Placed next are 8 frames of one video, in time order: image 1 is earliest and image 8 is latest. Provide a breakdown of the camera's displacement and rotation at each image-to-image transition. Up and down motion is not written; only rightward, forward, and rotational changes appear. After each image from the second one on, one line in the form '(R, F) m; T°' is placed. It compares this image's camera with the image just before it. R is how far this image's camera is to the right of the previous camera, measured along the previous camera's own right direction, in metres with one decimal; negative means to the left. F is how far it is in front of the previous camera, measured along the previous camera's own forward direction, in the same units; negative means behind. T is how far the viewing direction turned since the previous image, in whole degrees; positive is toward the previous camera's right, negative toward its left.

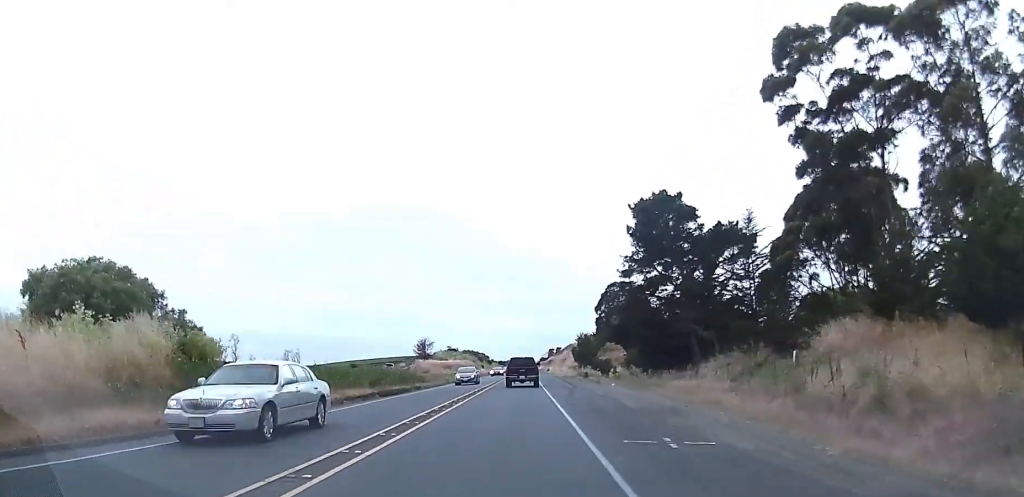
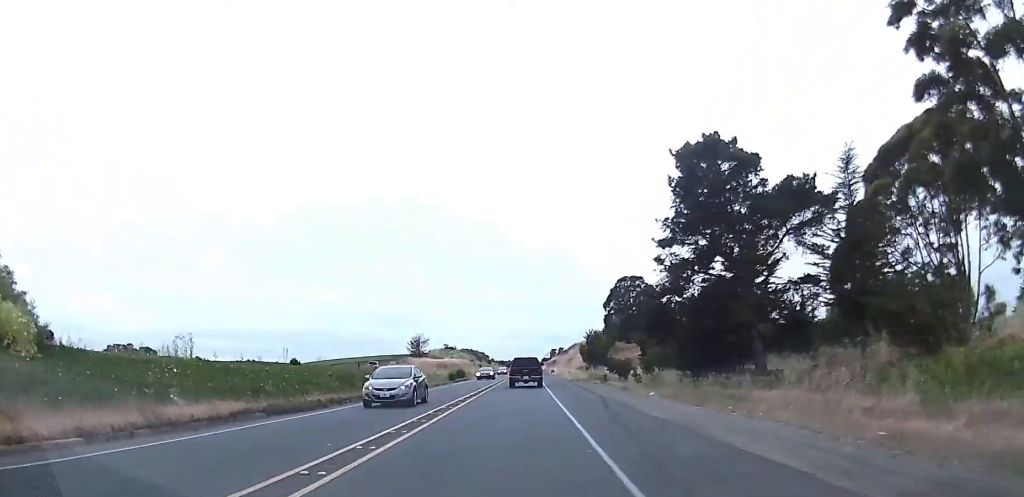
(-0.1, +16.0) m; 0°
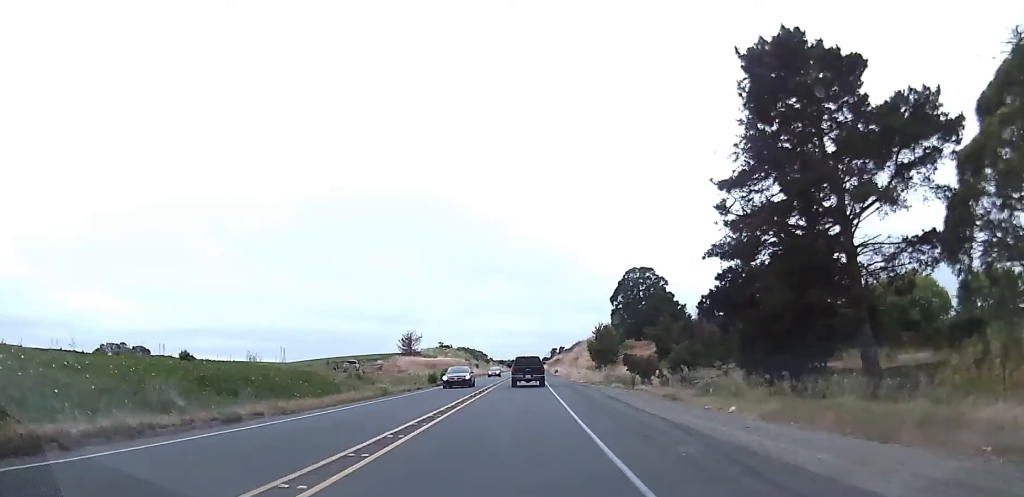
(-0.3, +15.1) m; 0°
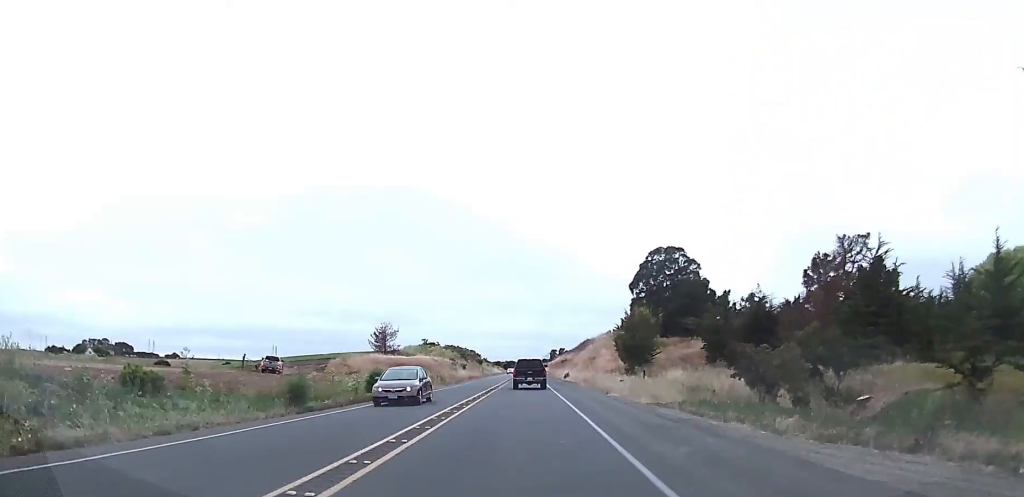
(+0.5, +33.2) m; +1°
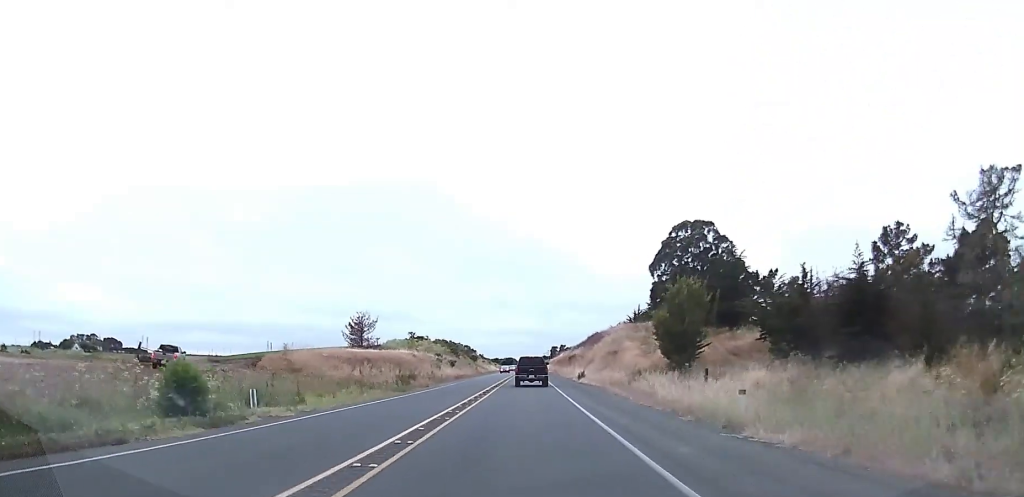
(-0.1, +22.5) m; 0°
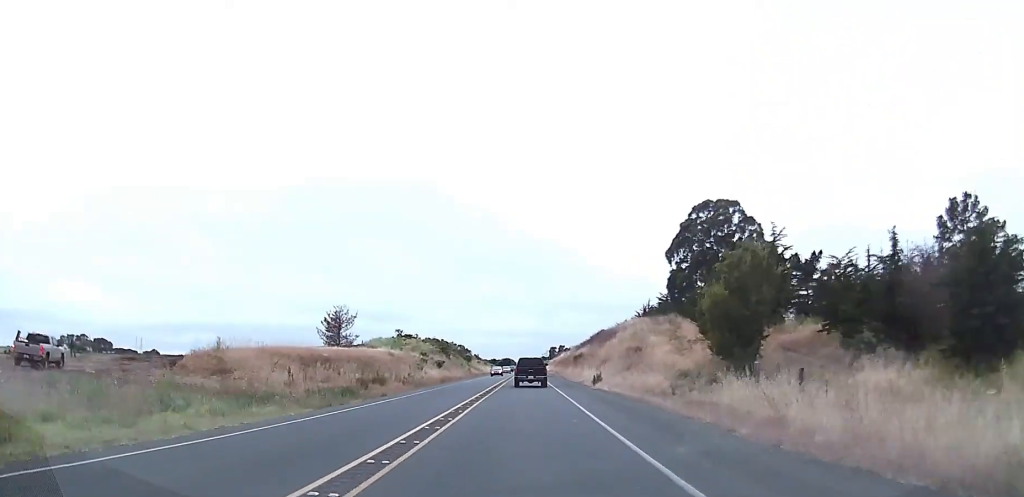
(0.0, +15.4) m; 0°
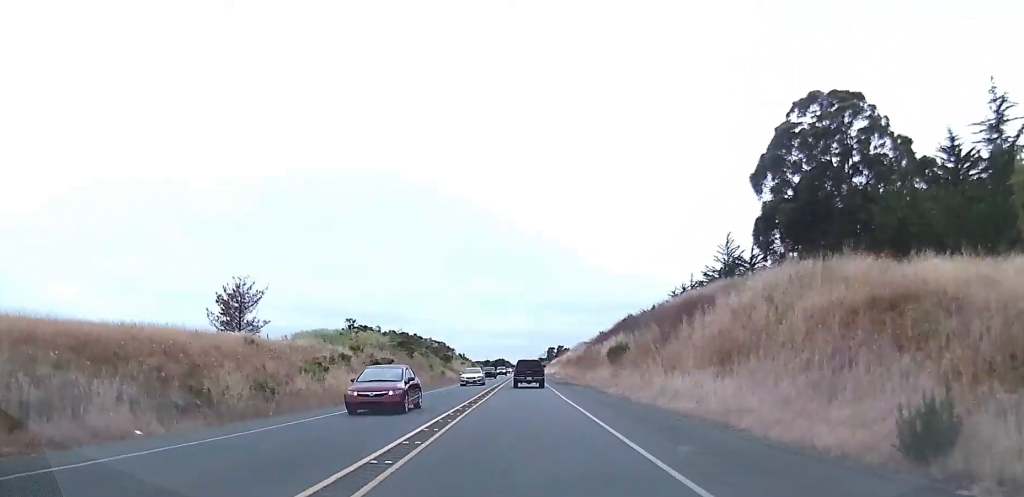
(+0.2, +41.7) m; +1°
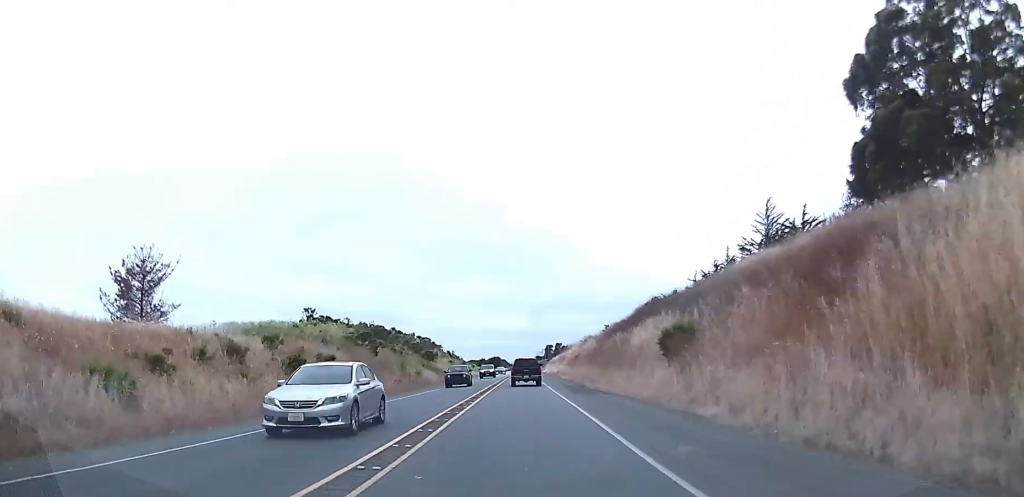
(+0.4, +21.2) m; 0°
